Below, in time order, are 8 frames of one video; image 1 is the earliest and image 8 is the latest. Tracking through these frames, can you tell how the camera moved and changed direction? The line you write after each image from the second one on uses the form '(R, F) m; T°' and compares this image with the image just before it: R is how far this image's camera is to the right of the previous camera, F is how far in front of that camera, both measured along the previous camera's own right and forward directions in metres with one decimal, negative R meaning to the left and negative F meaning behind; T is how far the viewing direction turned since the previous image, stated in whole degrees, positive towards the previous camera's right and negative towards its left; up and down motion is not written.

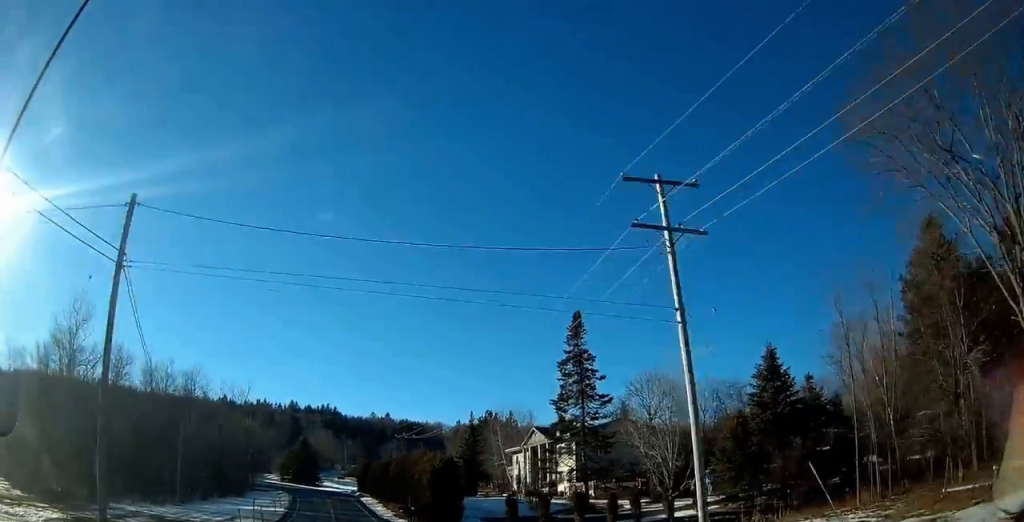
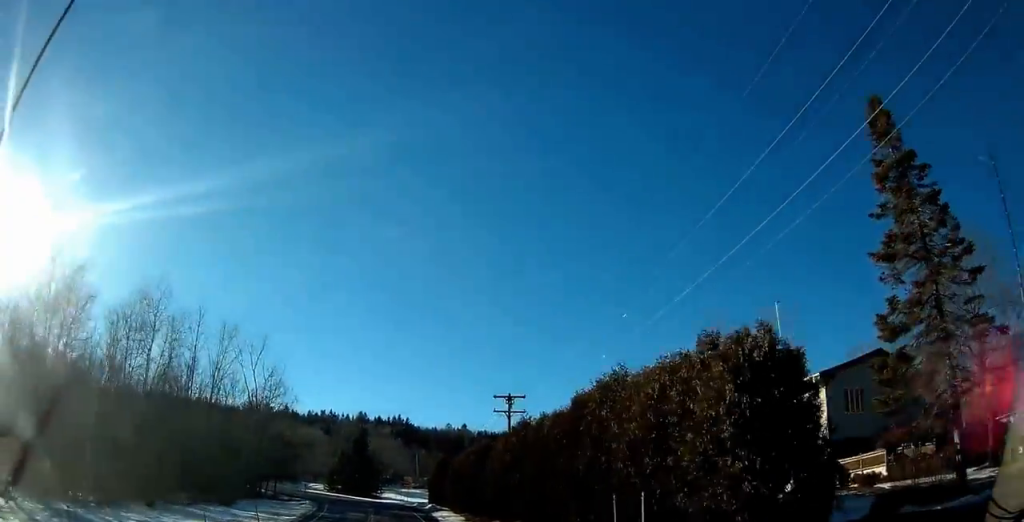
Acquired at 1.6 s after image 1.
(-3.2, +27.2) m; -15°
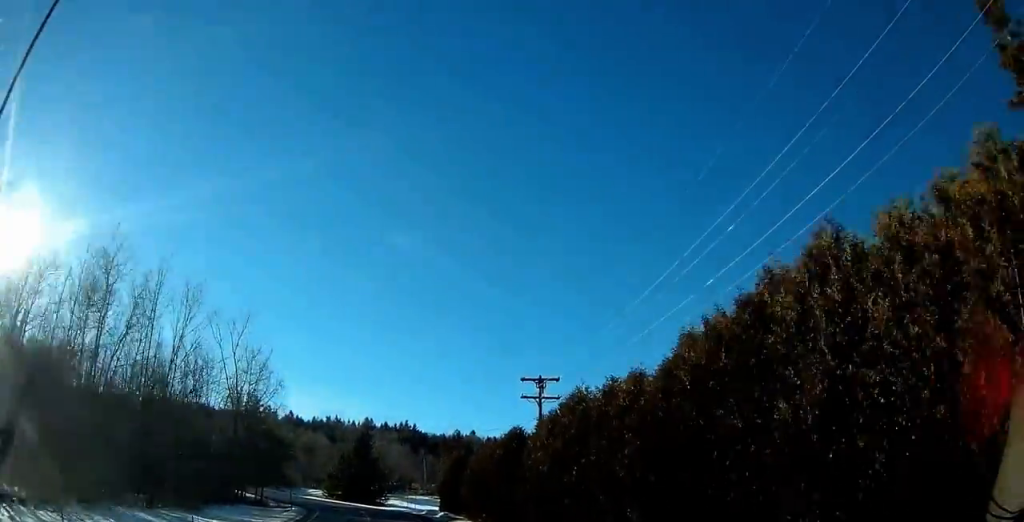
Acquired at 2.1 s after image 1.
(-0.6, +8.2) m; -4°
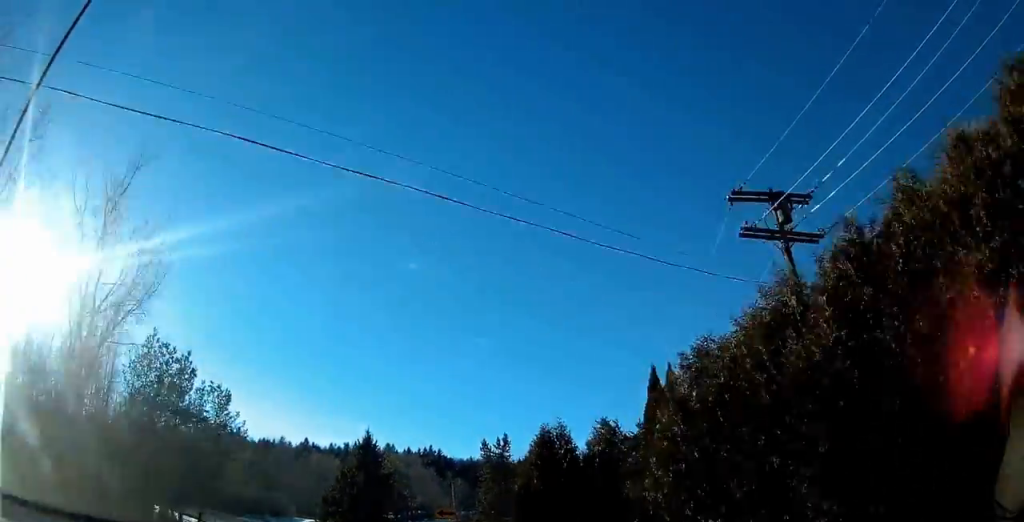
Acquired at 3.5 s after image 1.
(-0.8, +24.8) m; -5°
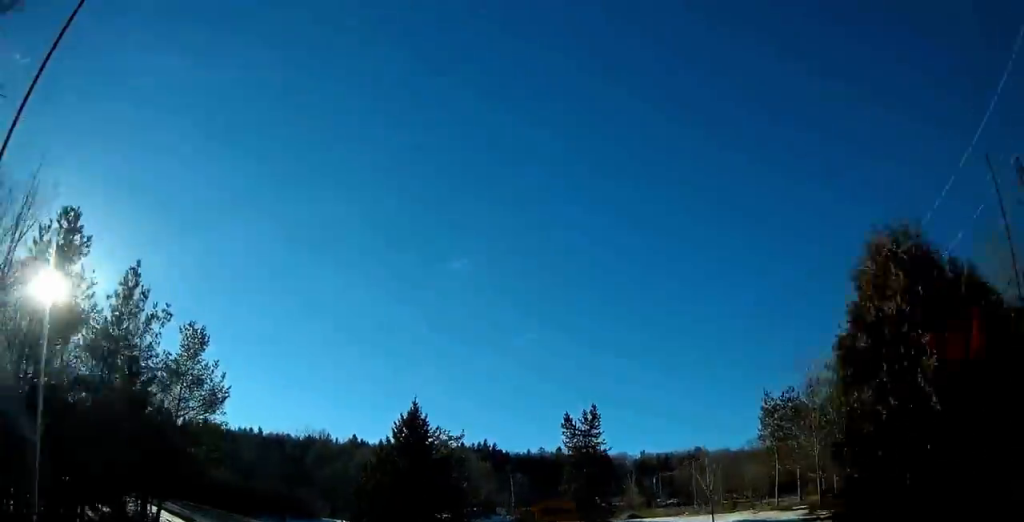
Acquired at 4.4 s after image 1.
(-0.5, +15.6) m; -6°
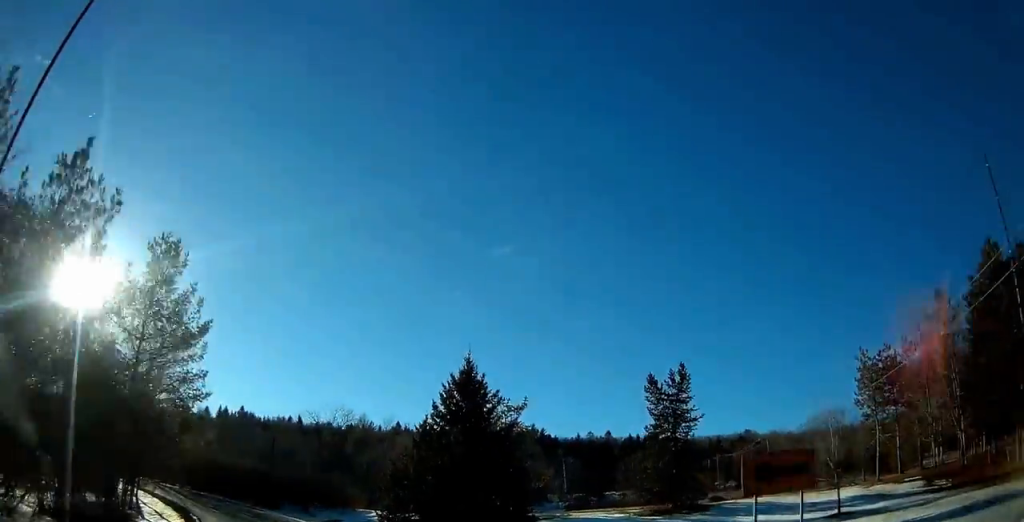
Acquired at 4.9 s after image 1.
(-0.3, +9.3) m; -5°
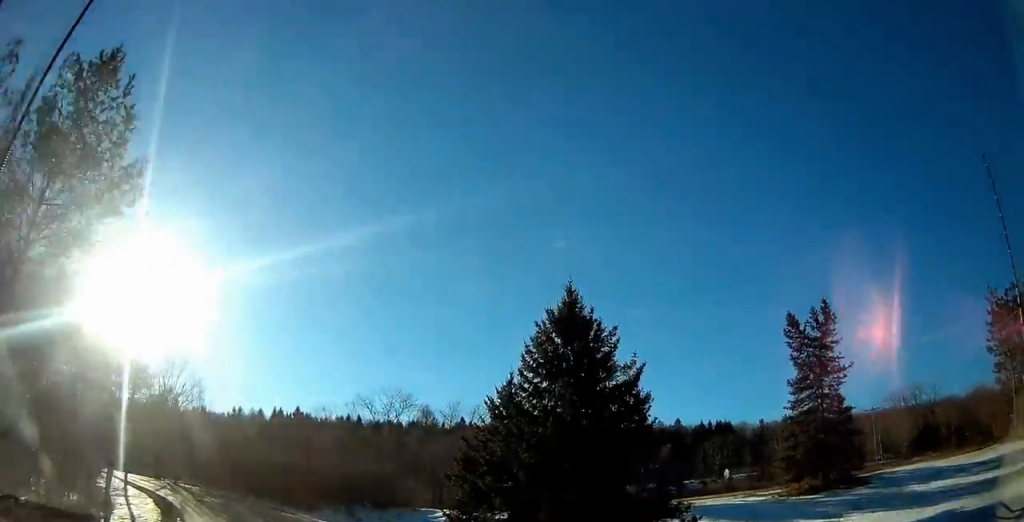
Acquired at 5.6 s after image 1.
(-0.7, +9.9) m; -8°
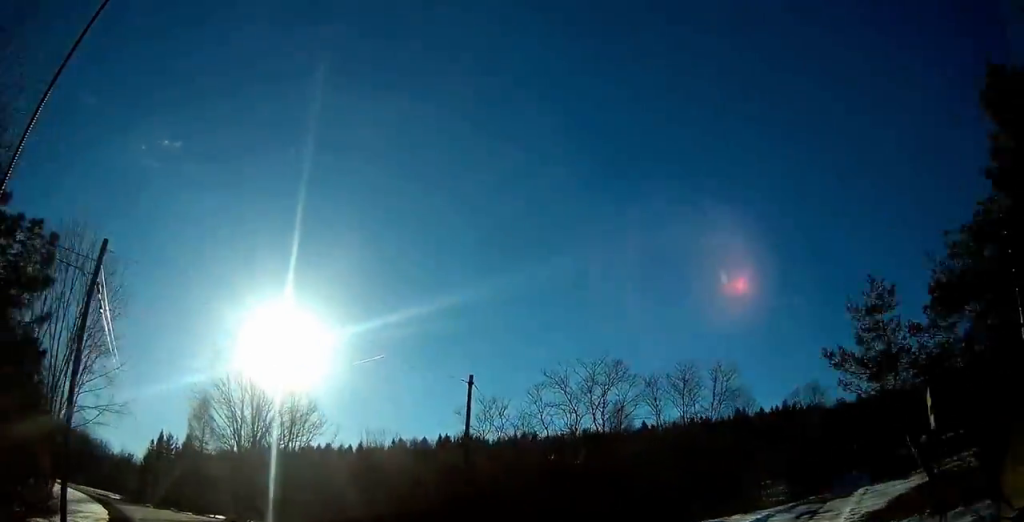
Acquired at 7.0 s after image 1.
(-2.9, +19.9) m; -13°
